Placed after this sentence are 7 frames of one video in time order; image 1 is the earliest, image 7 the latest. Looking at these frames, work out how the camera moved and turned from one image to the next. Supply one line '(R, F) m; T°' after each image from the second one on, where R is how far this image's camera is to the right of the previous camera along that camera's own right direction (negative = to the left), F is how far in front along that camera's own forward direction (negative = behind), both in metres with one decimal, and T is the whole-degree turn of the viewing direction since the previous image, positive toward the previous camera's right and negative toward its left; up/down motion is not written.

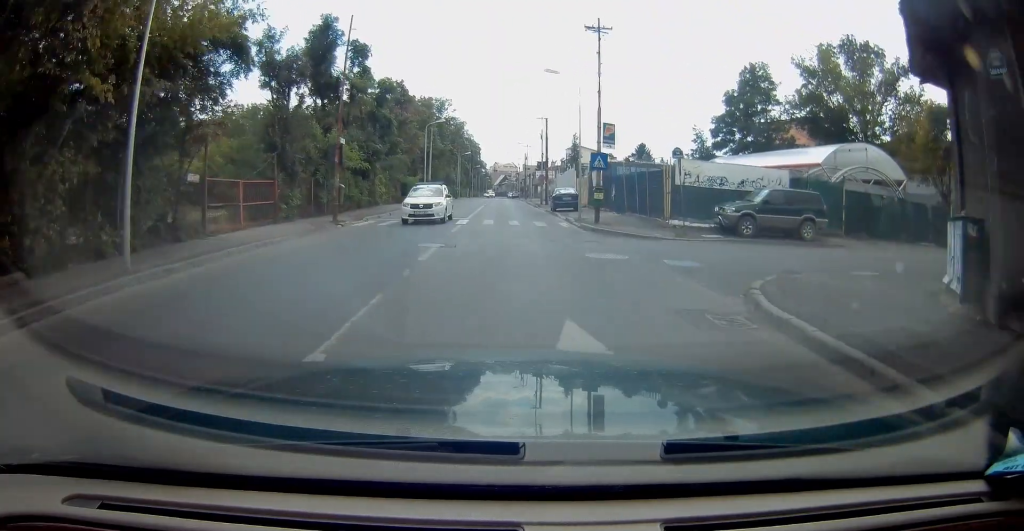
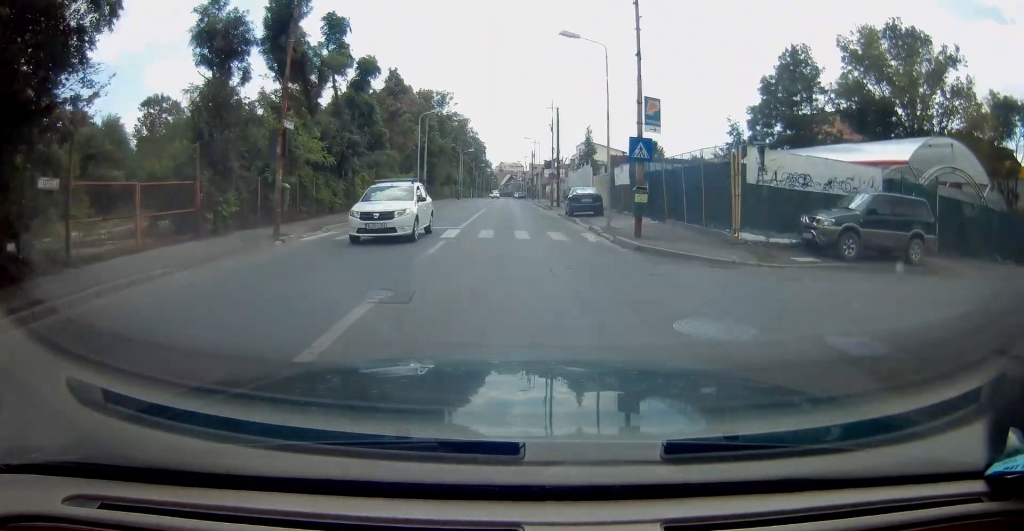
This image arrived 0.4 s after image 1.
(0.0, +6.4) m; 0°
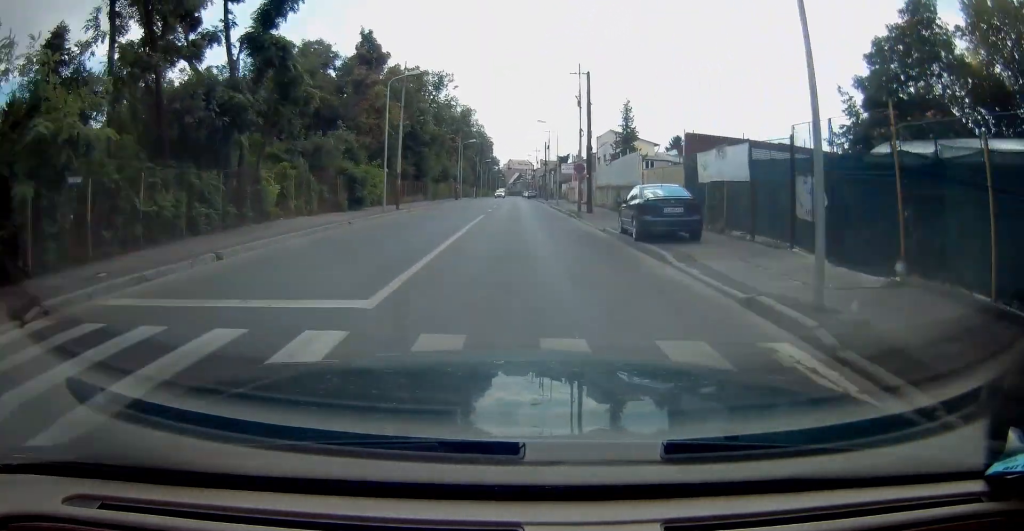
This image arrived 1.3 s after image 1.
(-0.2, +13.5) m; 0°
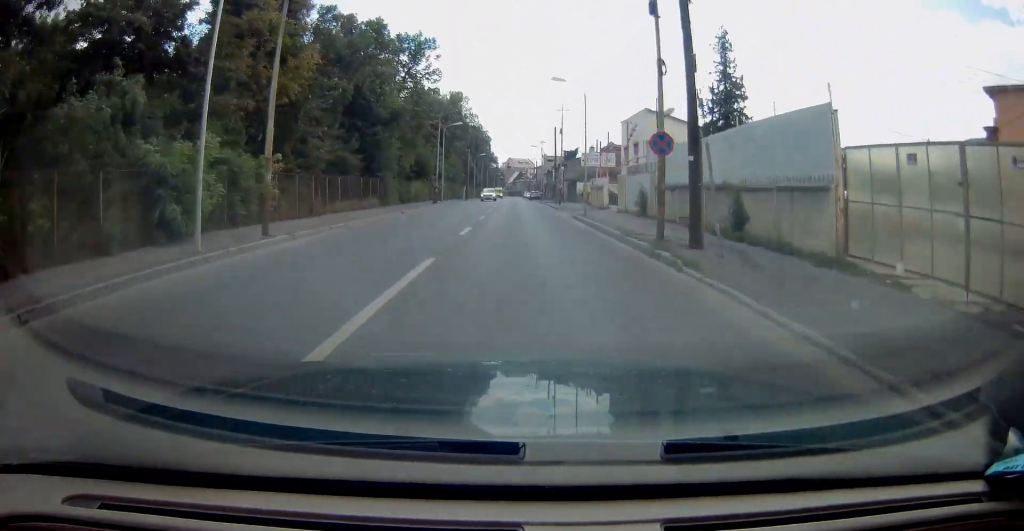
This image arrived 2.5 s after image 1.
(+0.2, +17.8) m; 0°
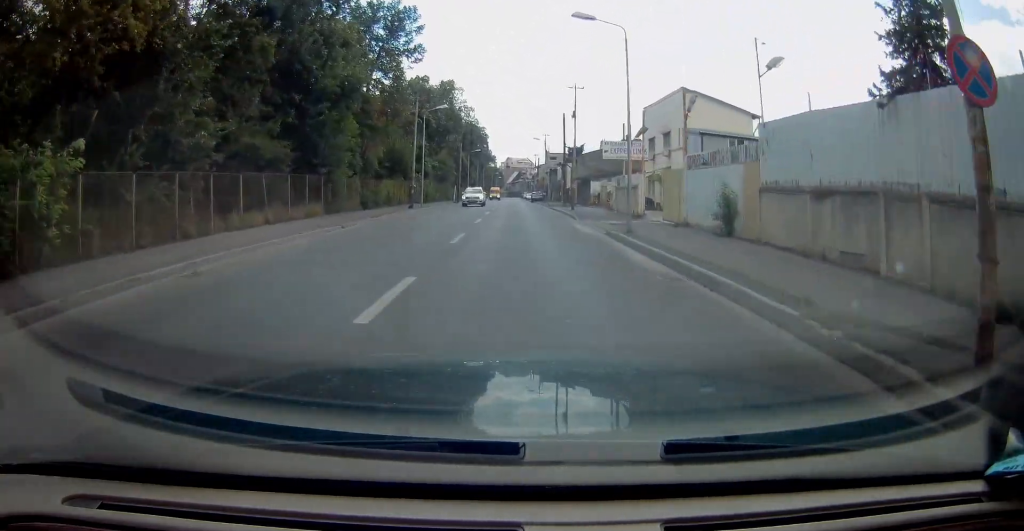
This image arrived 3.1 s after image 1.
(0.0, +10.8) m; 0°
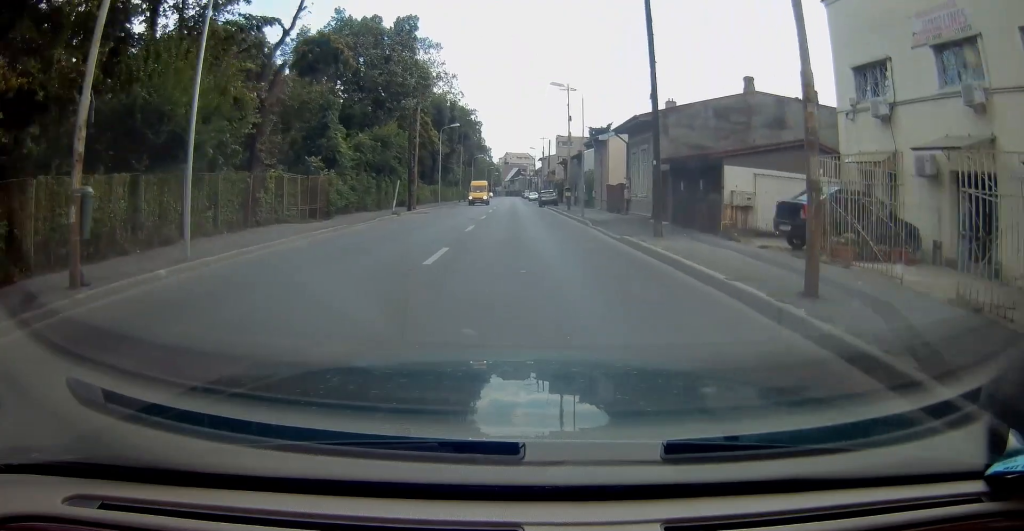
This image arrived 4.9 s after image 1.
(+0.2, +30.0) m; +1°
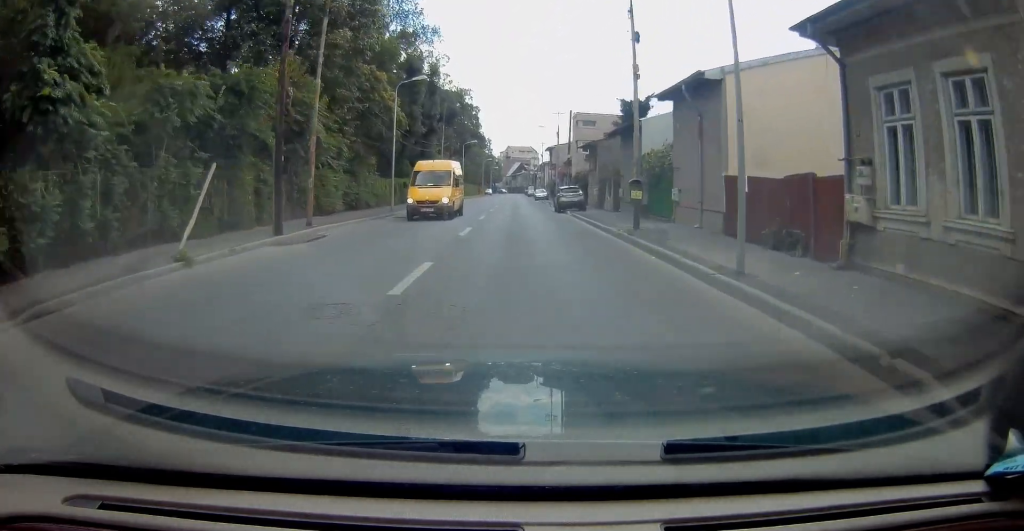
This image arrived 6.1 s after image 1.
(0.0, +20.4) m; 0°
